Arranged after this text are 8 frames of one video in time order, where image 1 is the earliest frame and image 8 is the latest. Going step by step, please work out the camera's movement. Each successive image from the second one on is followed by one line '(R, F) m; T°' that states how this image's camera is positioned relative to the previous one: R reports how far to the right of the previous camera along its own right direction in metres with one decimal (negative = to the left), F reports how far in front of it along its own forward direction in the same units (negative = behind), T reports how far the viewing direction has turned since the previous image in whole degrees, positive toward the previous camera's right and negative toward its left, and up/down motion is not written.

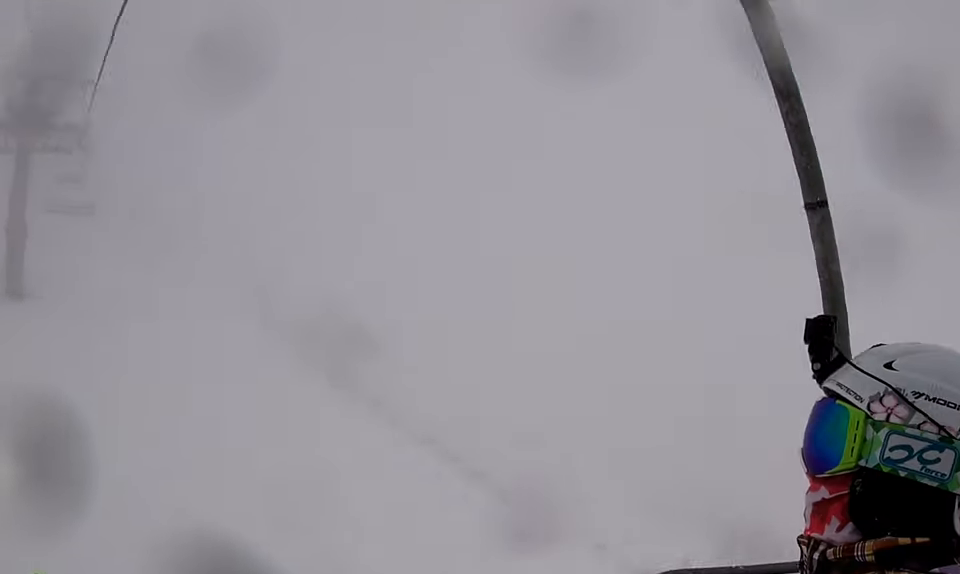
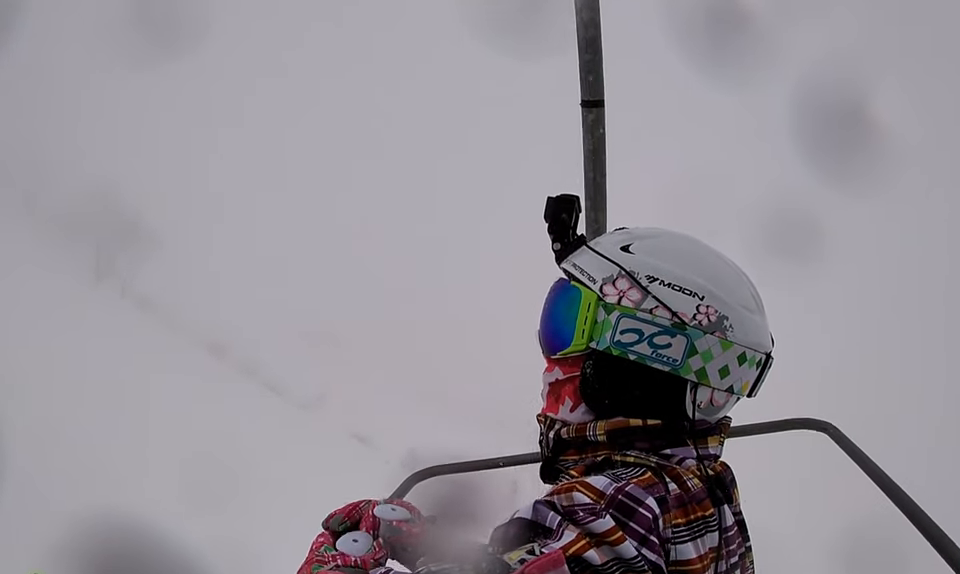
(0.0, +2.1) m; 0°
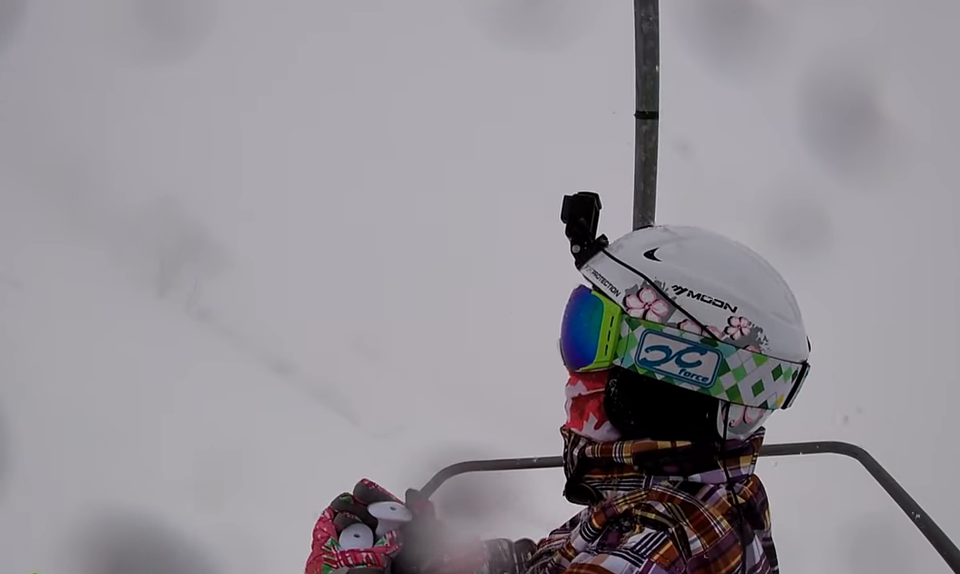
(0.0, +2.8) m; 0°
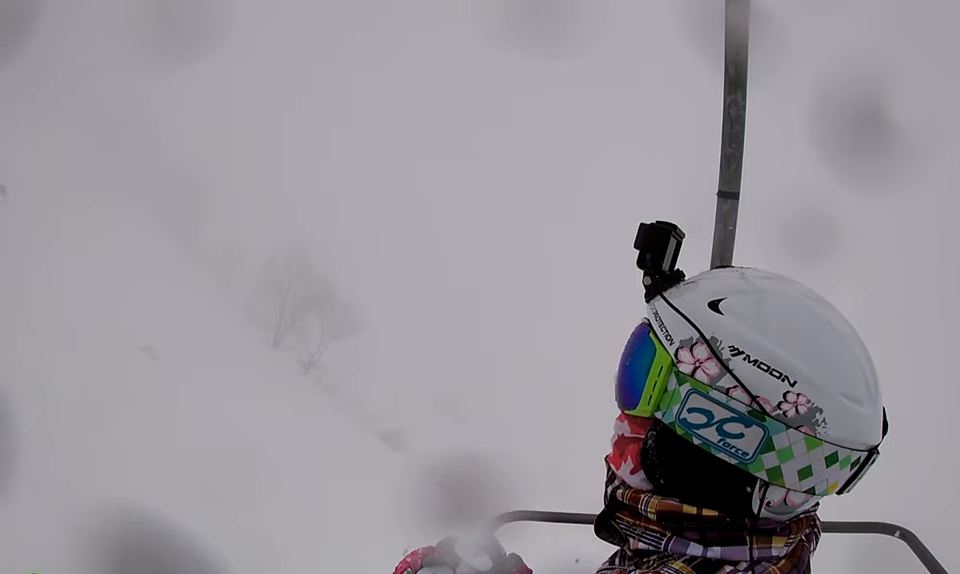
(0.0, +4.9) m; 0°
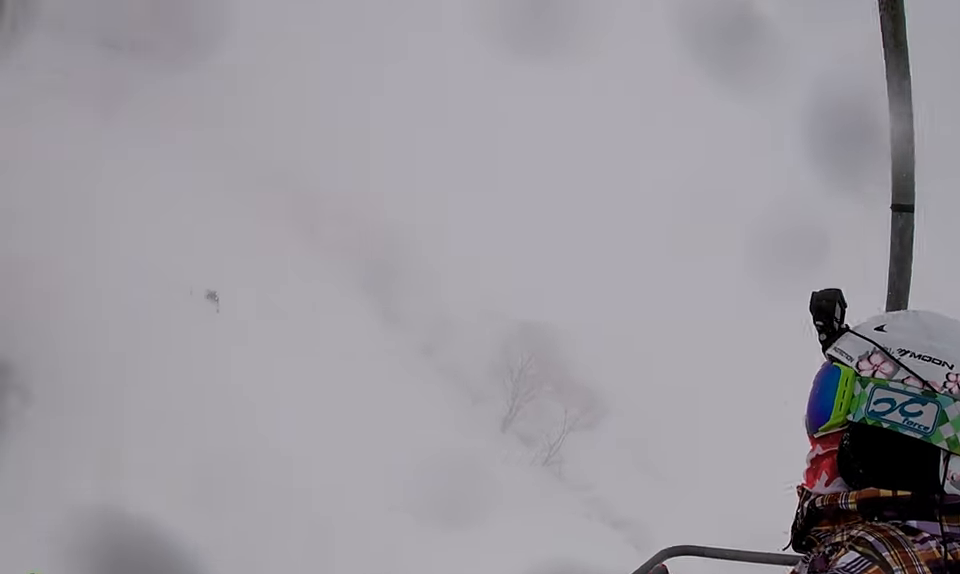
(0.0, +5.2) m; 0°
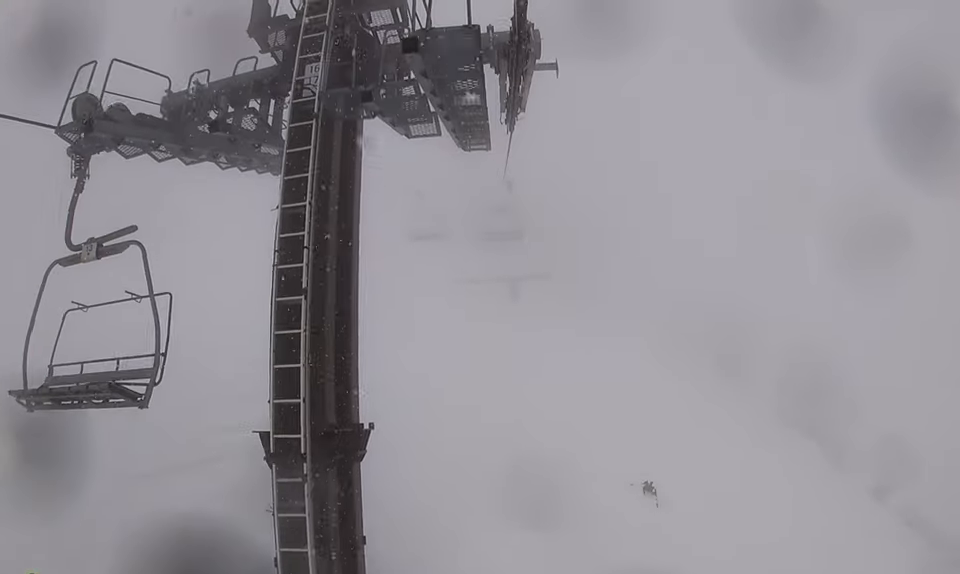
(0.0, +2.6) m; 0°
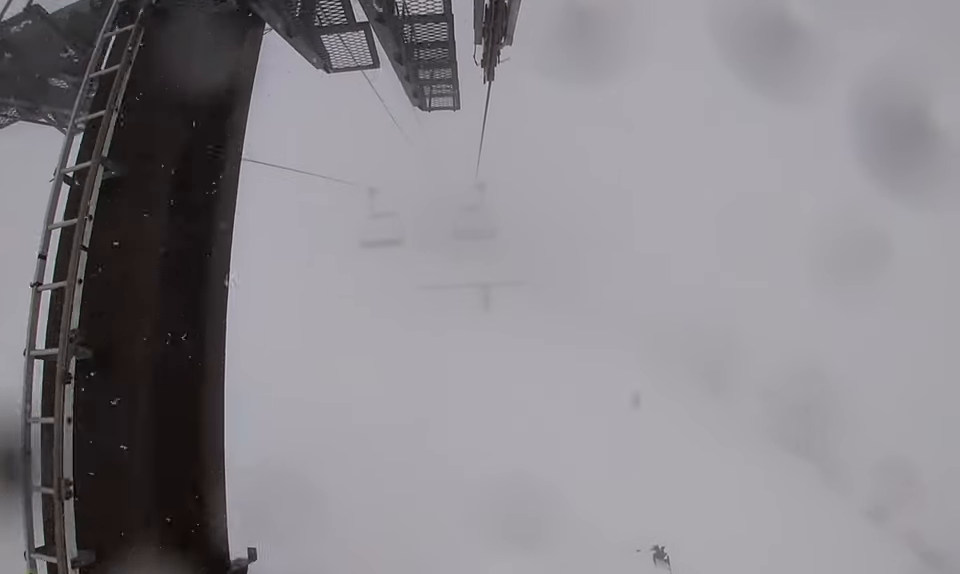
(0.0, +2.6) m; 0°
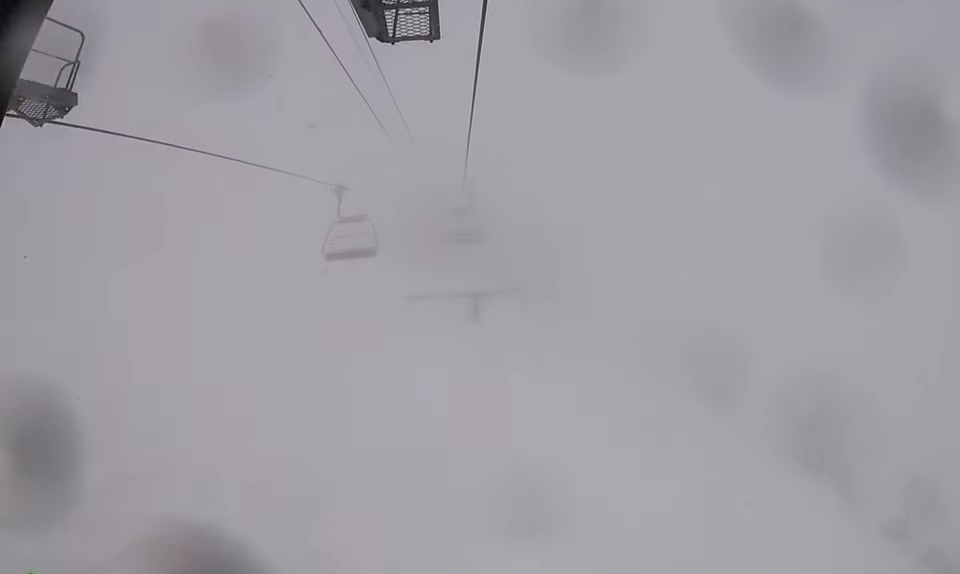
(0.0, +2.1) m; 0°
